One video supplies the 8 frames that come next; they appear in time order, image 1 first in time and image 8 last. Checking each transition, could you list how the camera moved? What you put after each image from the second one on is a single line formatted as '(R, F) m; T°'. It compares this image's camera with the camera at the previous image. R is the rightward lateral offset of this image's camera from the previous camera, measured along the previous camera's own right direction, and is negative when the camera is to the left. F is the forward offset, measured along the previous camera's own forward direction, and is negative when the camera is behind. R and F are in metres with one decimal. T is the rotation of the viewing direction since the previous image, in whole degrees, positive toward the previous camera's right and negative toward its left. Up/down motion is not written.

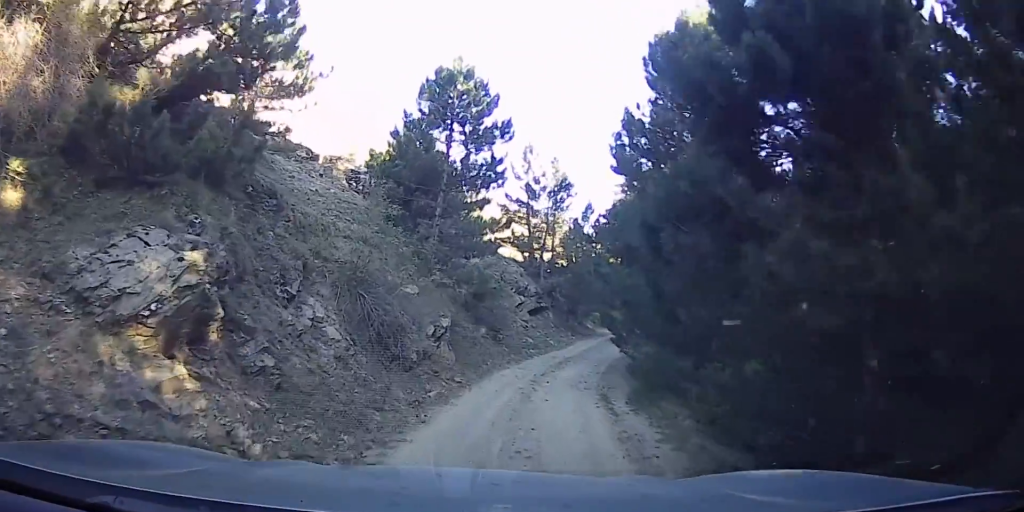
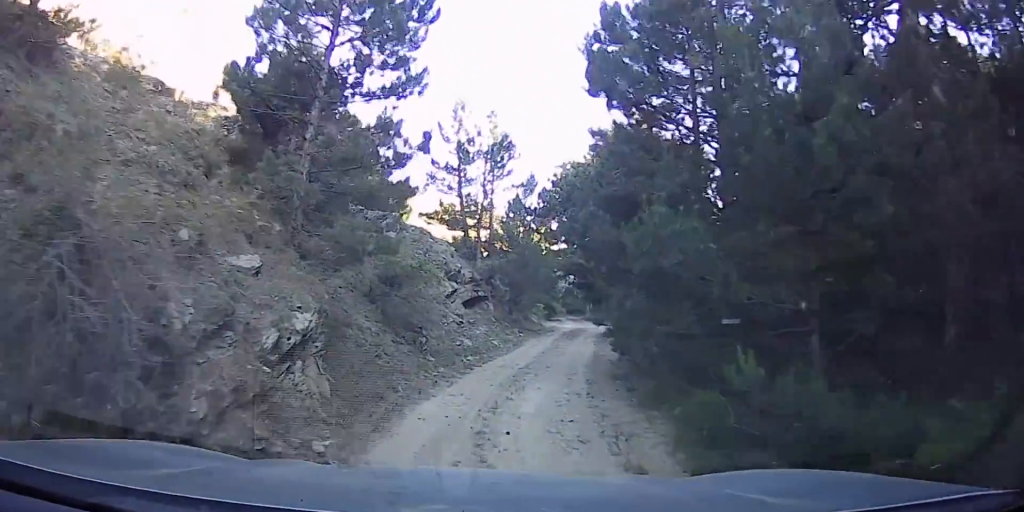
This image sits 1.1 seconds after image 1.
(+0.6, +6.8) m; +6°
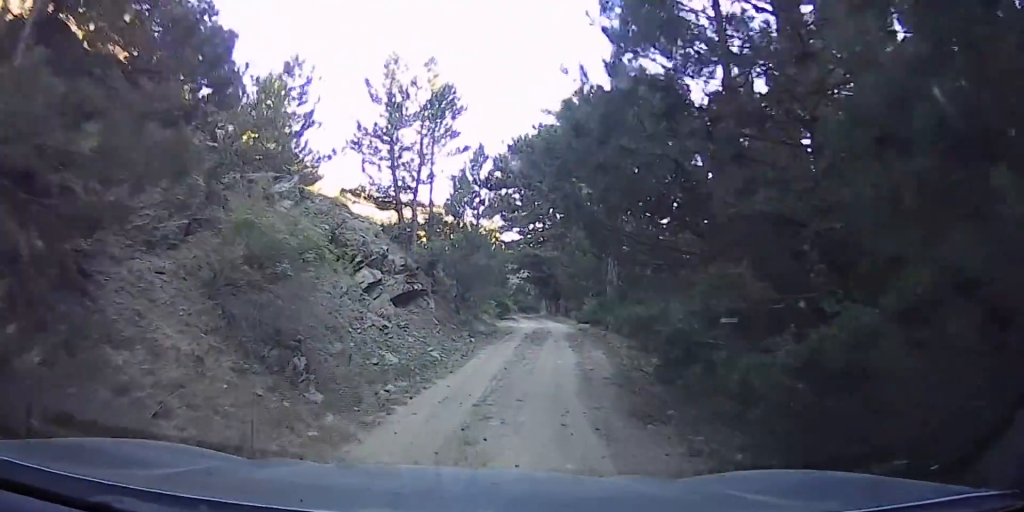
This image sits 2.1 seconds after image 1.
(0.0, +6.0) m; +1°
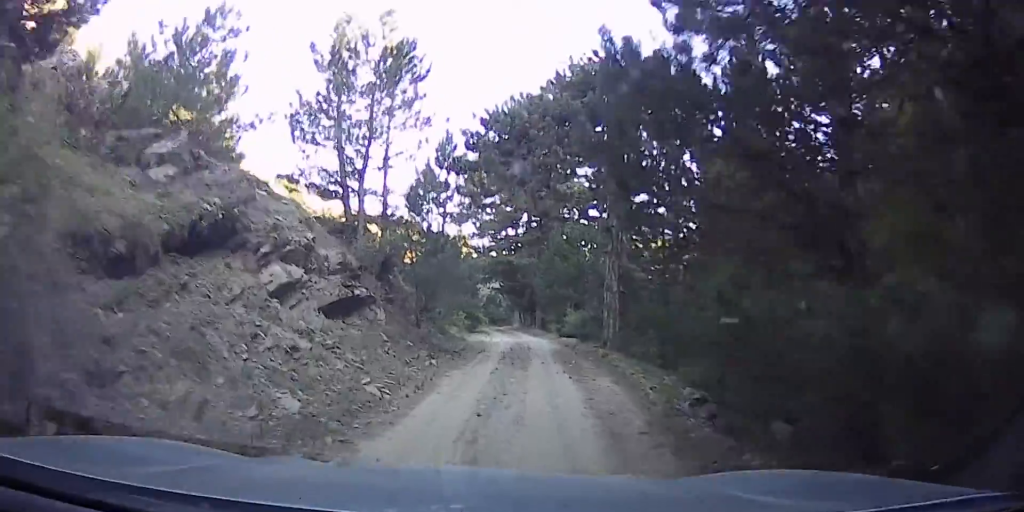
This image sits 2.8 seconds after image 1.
(0.0, +4.4) m; -1°
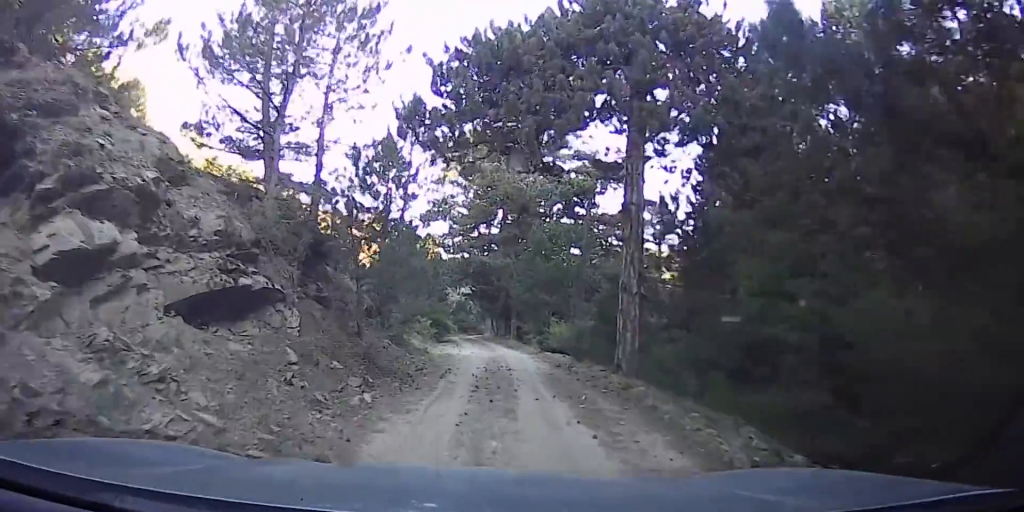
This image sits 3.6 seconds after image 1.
(+0.2, +4.8) m; -8°
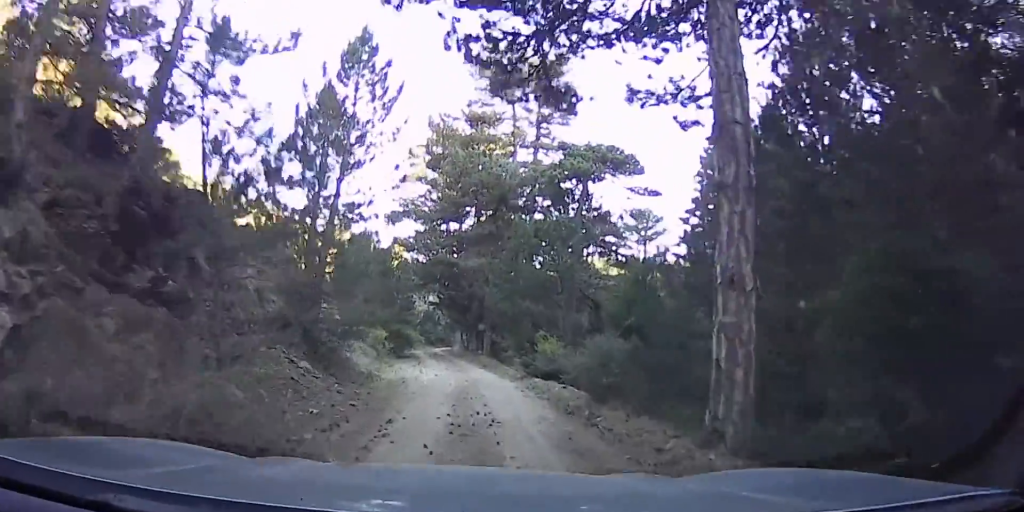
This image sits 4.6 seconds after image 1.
(-0.9, +5.1) m; -3°
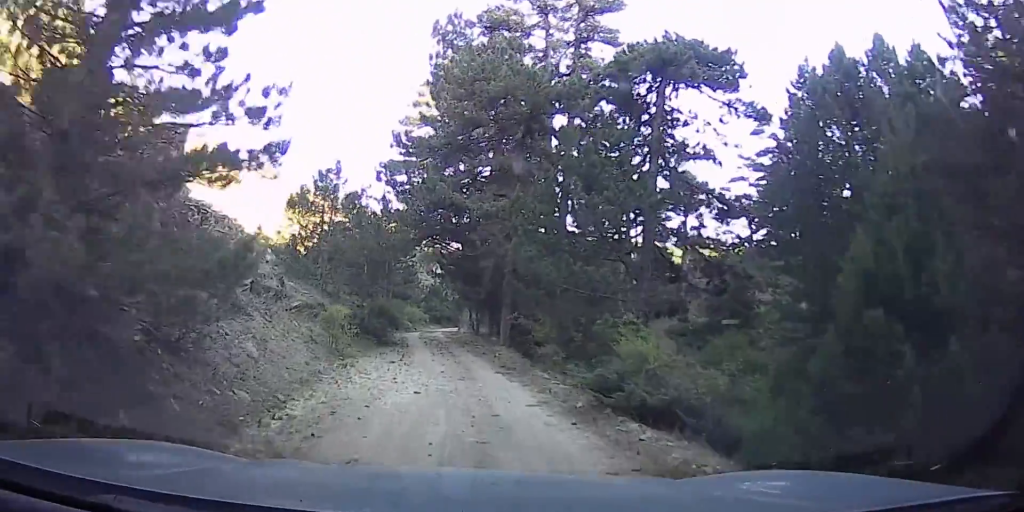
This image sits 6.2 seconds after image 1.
(+2.0, +8.2) m; +20°
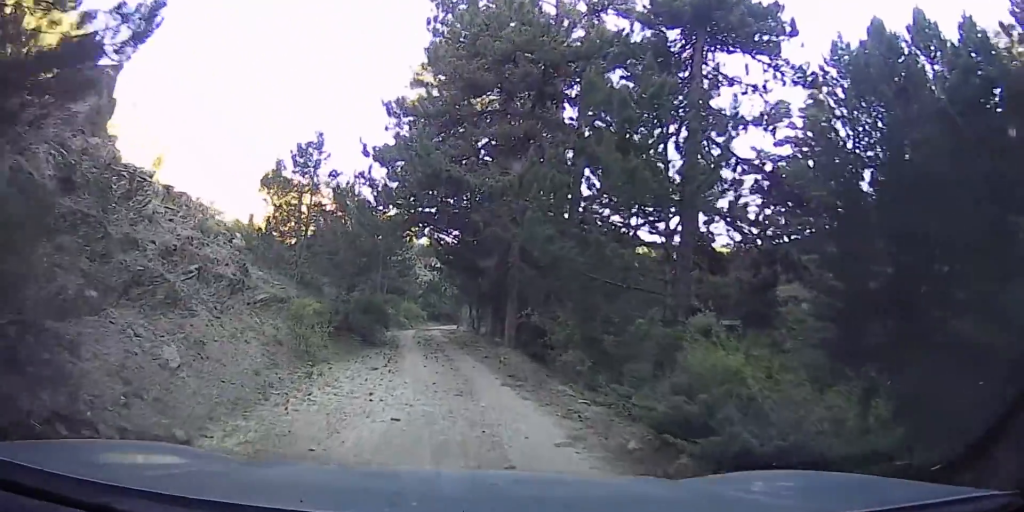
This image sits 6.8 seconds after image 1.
(+0.3, +3.2) m; 0°
